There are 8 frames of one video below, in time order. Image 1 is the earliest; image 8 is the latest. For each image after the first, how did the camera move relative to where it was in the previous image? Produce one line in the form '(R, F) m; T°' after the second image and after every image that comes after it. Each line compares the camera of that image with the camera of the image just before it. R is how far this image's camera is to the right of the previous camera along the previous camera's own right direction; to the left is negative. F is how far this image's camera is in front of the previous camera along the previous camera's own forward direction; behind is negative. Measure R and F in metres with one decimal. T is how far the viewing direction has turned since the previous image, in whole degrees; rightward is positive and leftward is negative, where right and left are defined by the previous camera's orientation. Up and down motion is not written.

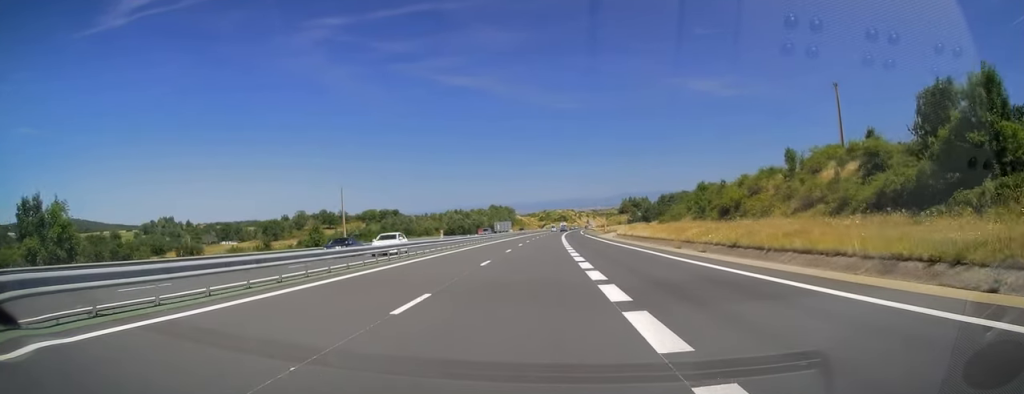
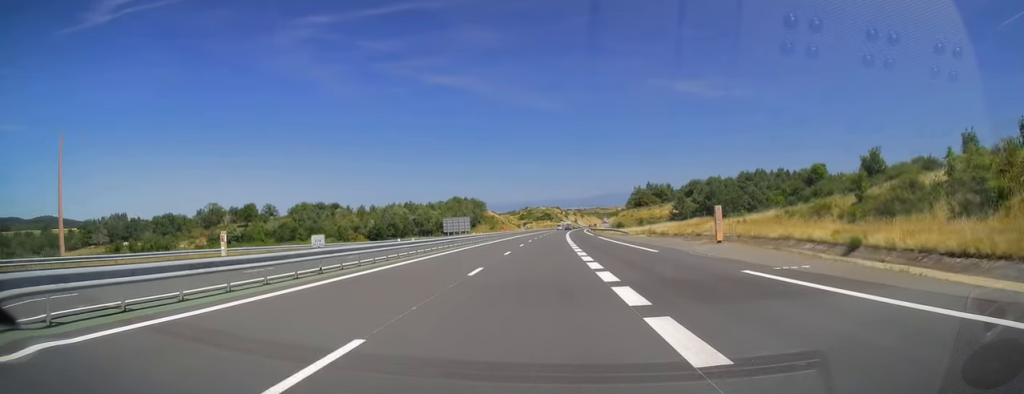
(+0.9, +83.7) m; +2°
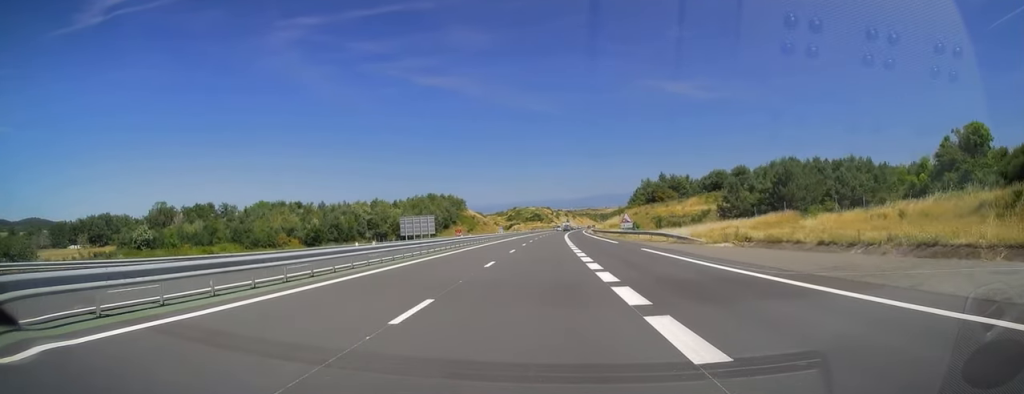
(0.0, +34.8) m; 0°
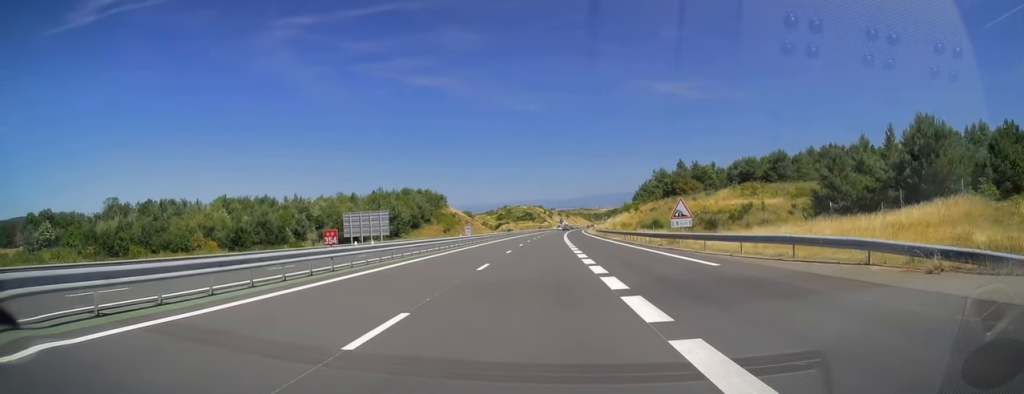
(0.0, +28.1) m; +1°
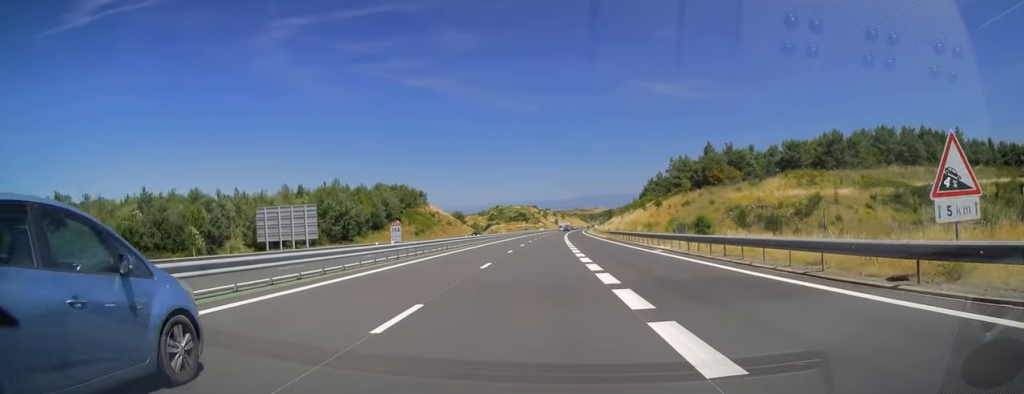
(+0.3, +25.0) m; +1°
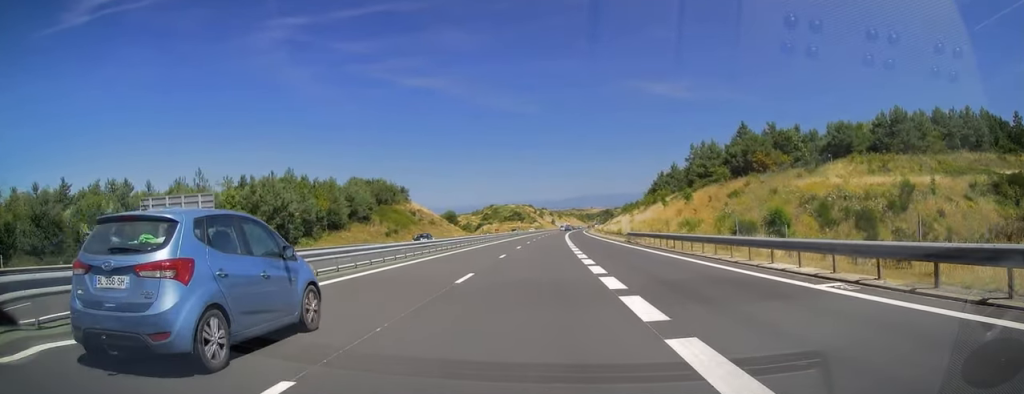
(+0.2, +18.8) m; 0°
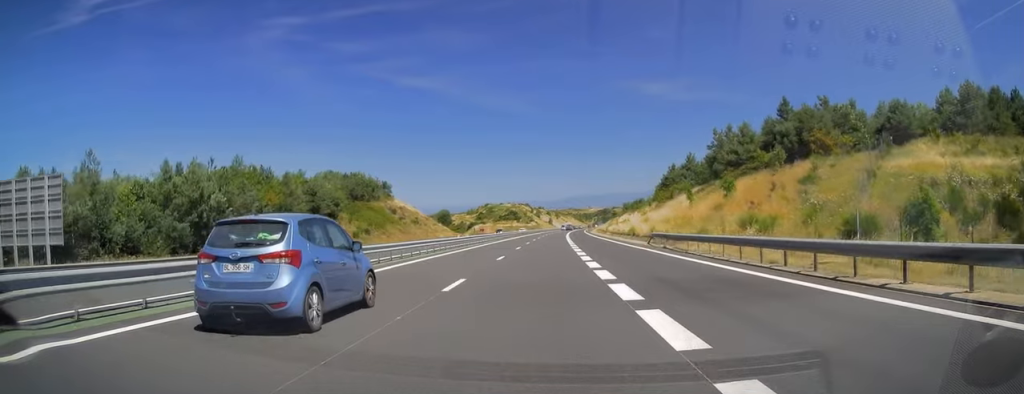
(+0.2, +15.1) m; 0°
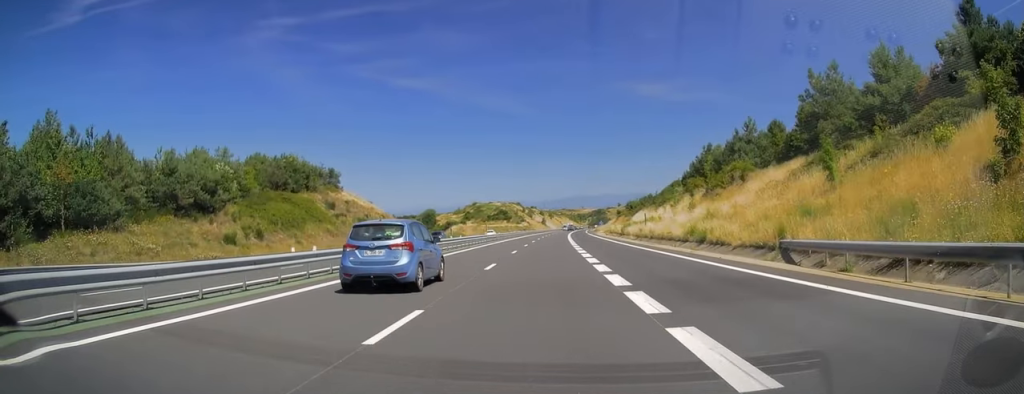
(-0.4, +32.0) m; 0°
